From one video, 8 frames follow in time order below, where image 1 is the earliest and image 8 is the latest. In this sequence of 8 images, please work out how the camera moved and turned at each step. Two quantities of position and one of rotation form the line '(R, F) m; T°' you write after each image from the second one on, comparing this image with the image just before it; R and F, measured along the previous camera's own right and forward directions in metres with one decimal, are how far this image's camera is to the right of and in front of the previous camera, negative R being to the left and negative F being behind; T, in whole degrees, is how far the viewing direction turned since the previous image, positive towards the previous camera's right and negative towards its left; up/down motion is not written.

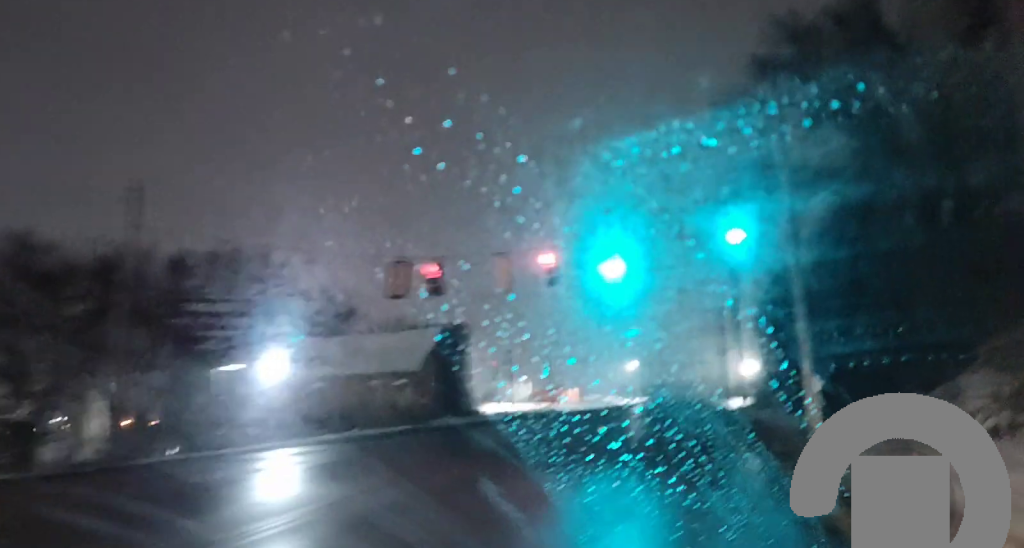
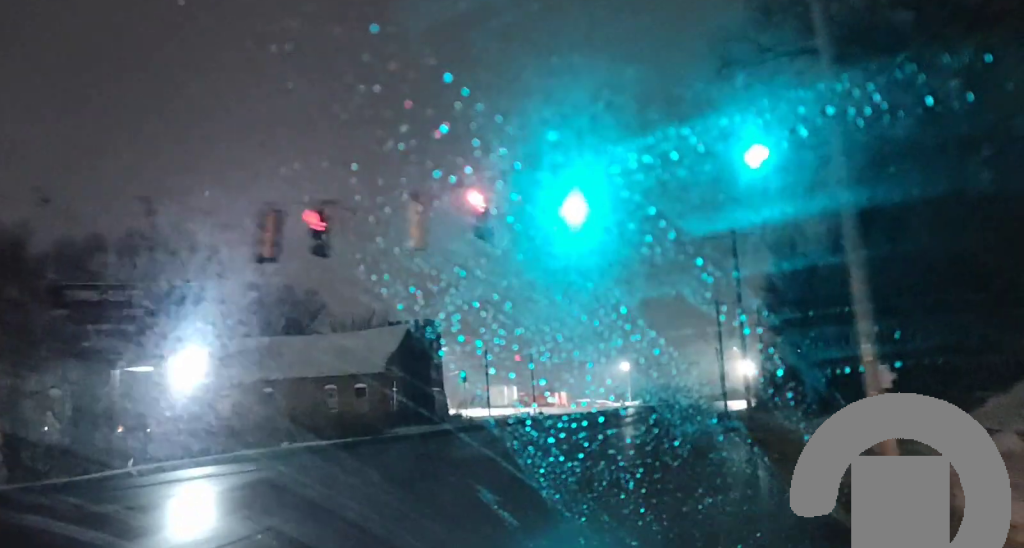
(+0.1, +8.9) m; 0°
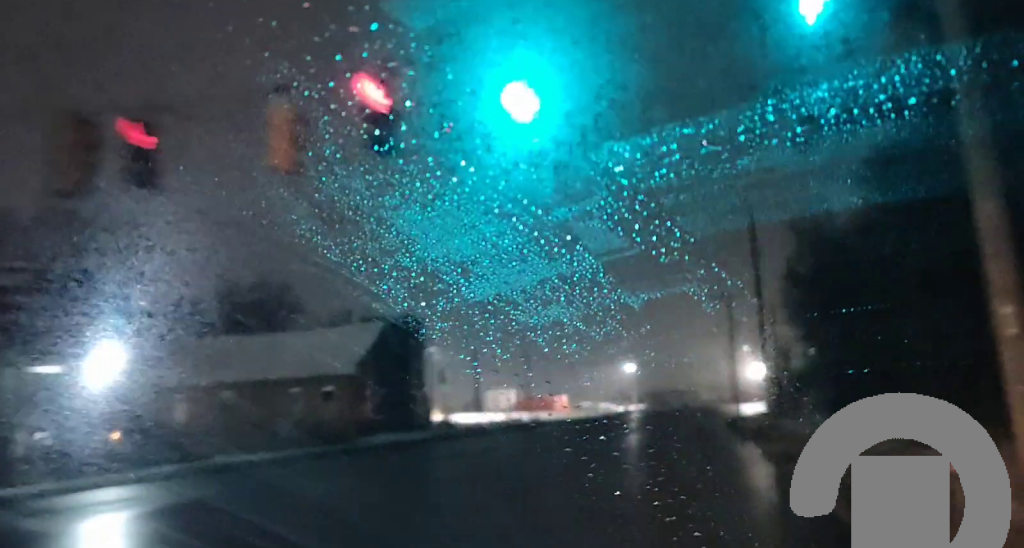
(0.0, +6.3) m; 0°
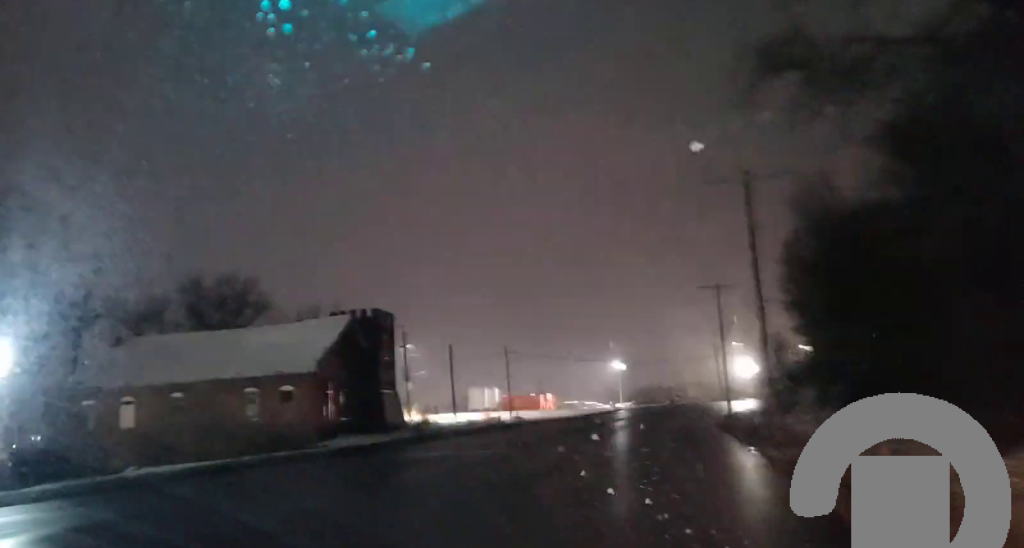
(0.0, +5.7) m; 0°
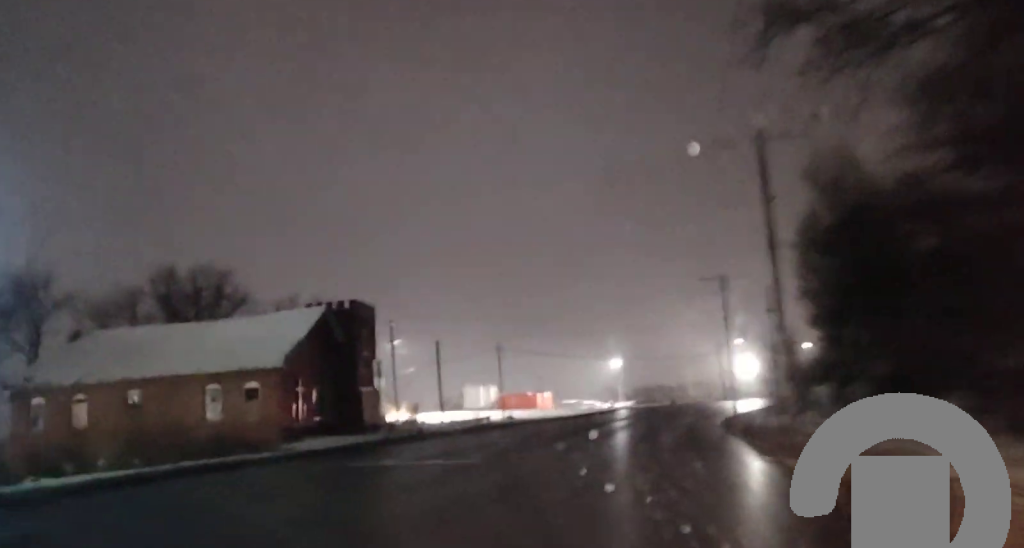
(0.0, +5.7) m; 0°
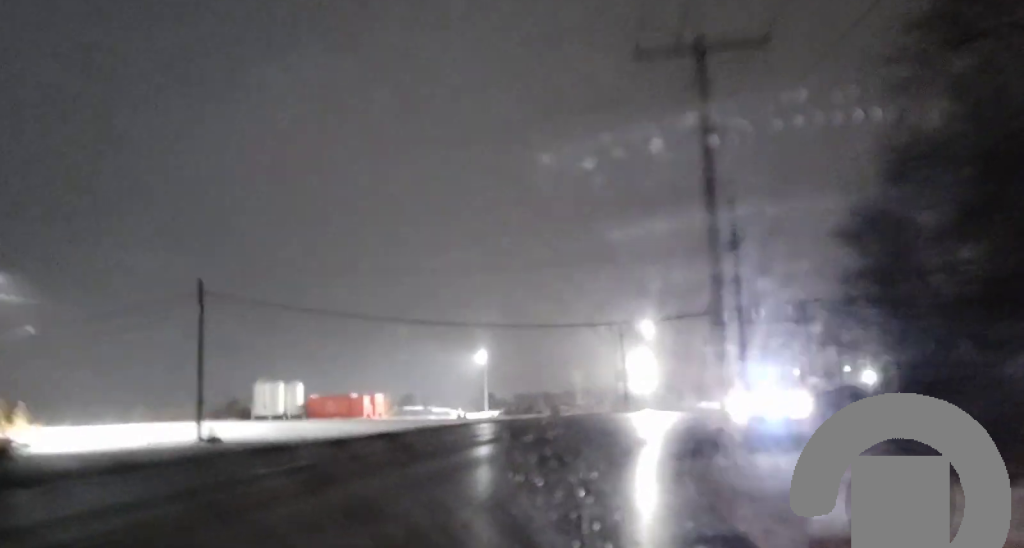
(-0.2, +43.2) m; +1°
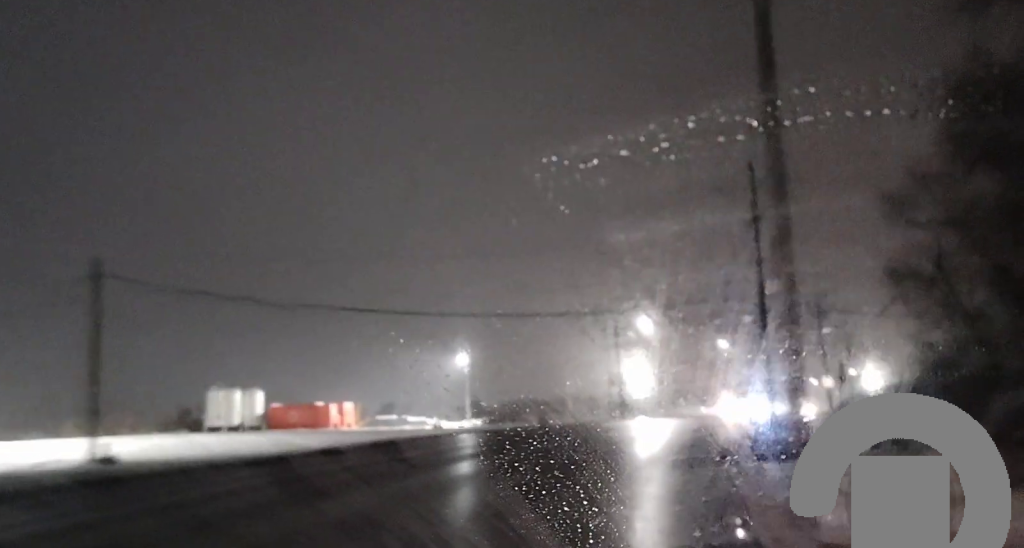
(+0.1, +6.5) m; +1°
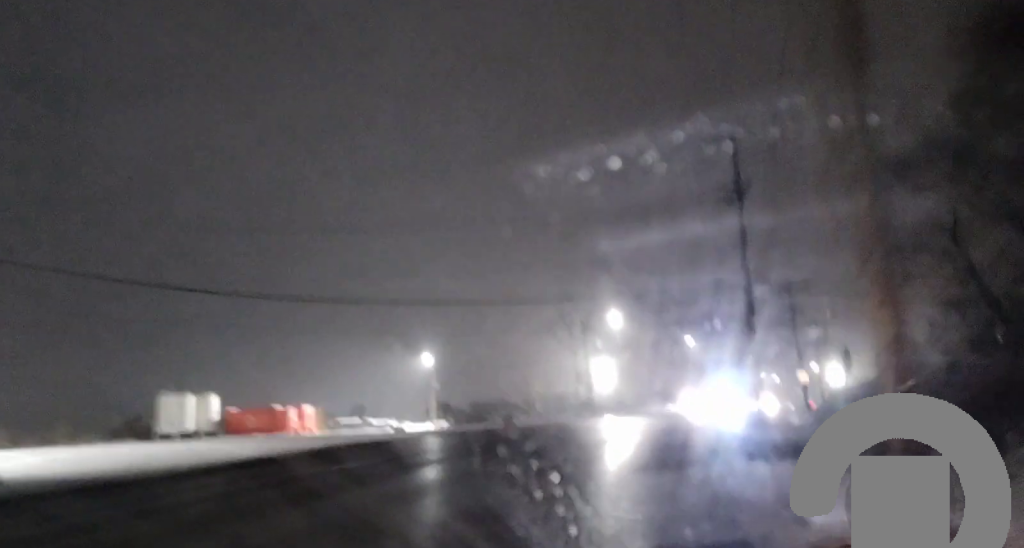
(0.0, +4.9) m; +1°
